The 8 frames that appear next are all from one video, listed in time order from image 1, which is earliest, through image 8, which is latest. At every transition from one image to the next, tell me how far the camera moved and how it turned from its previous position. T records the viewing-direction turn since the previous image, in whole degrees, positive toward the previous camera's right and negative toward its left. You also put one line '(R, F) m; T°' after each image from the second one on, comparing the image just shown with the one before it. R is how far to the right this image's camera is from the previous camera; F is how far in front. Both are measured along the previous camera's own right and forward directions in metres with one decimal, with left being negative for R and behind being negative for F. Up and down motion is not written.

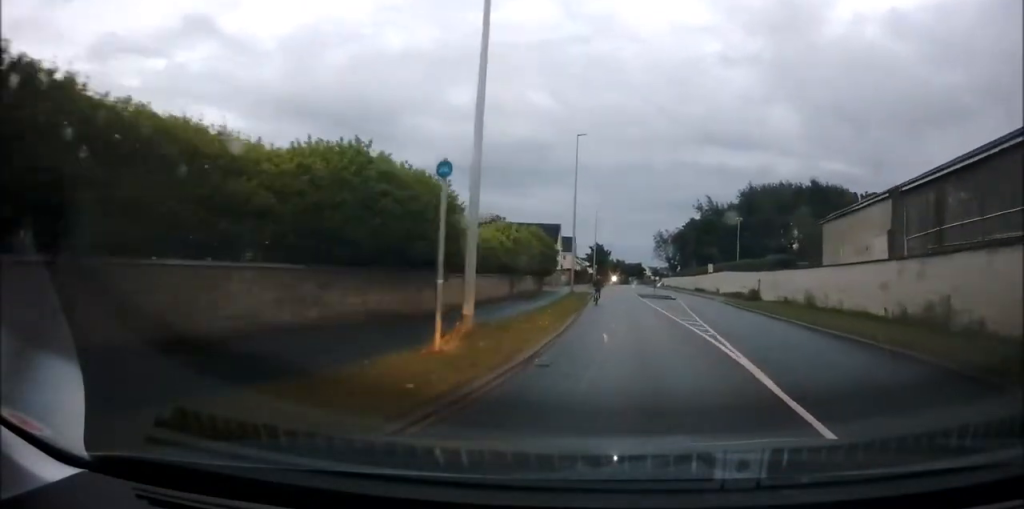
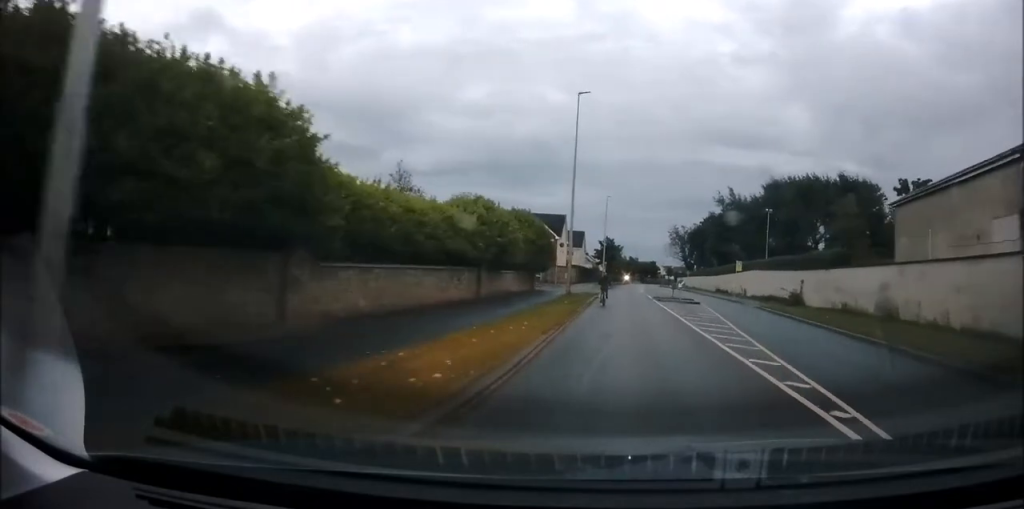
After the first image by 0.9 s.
(-0.5, +9.5) m; 0°
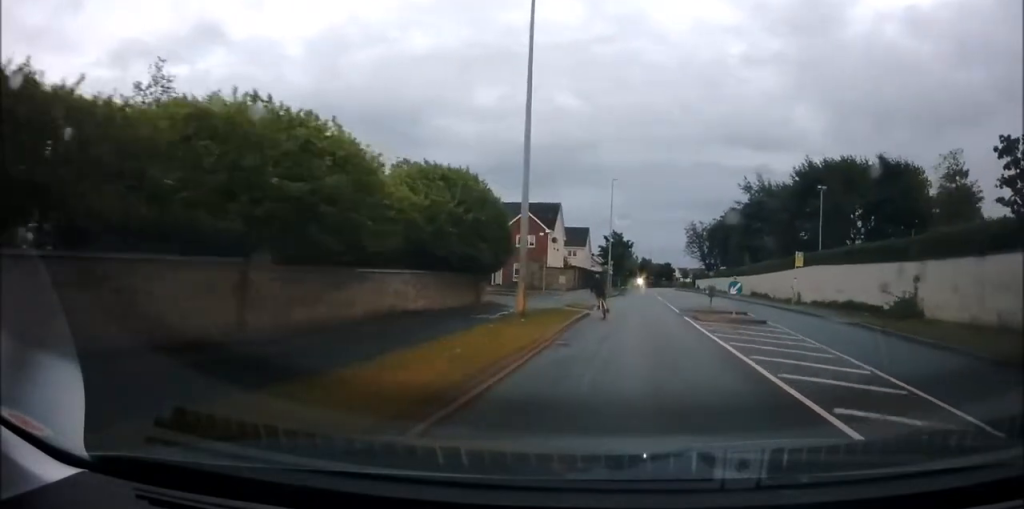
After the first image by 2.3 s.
(+0.4, +16.0) m; +1°
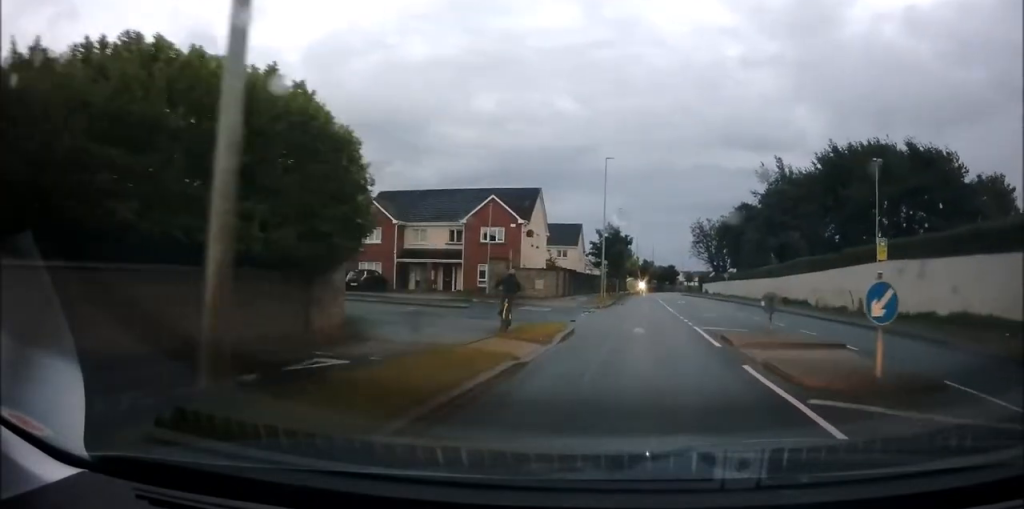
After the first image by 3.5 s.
(-0.2, +12.8) m; 0°
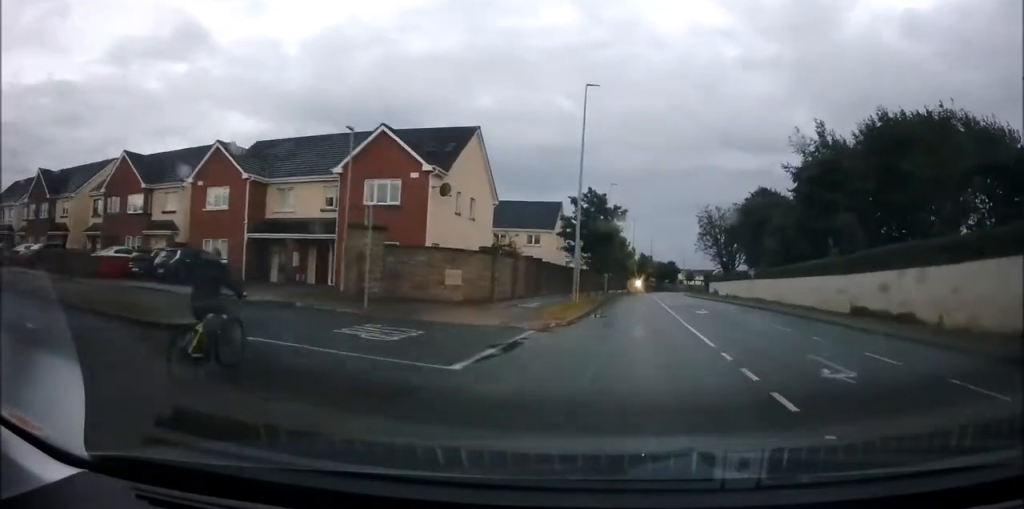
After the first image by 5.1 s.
(+0.4, +18.3) m; 0°
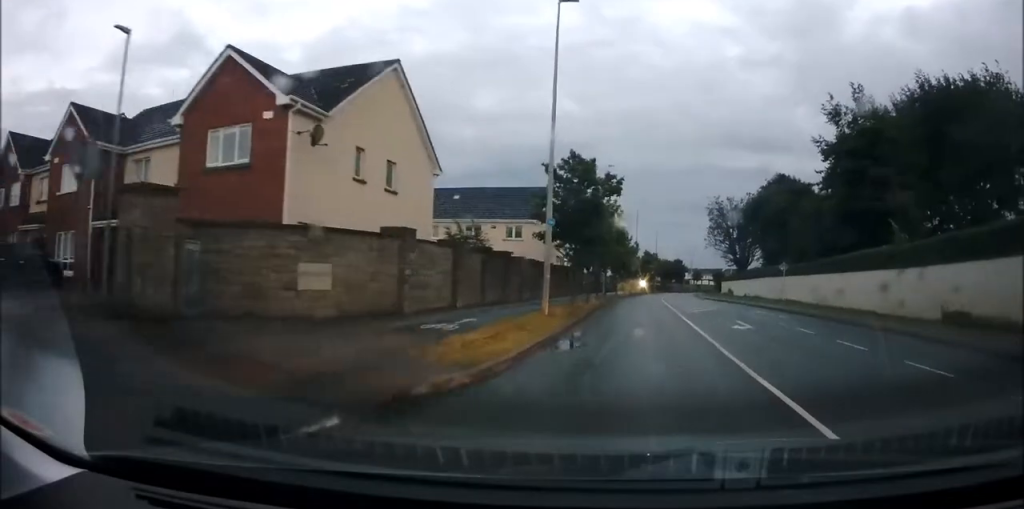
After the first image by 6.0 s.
(-0.1, +10.6) m; -1°
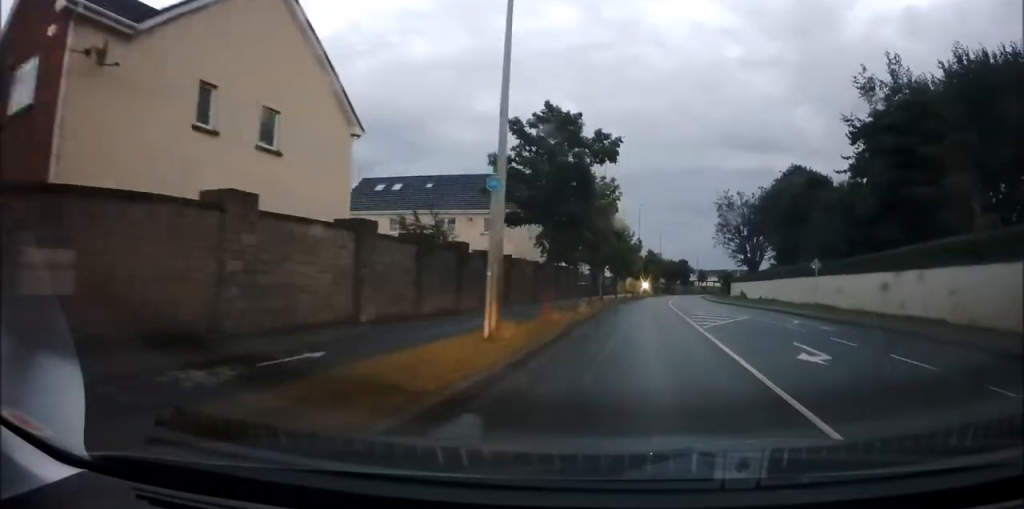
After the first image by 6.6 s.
(-0.1, +7.6) m; +1°
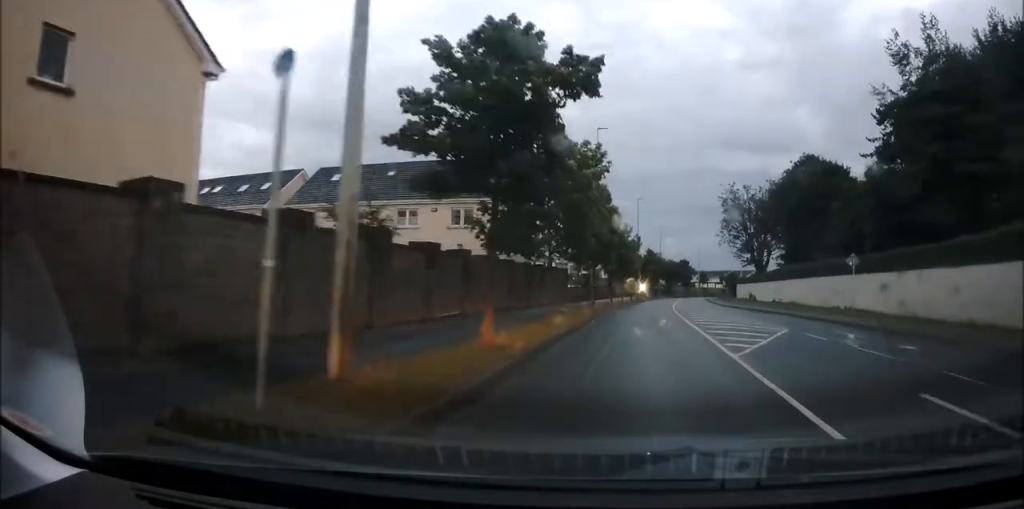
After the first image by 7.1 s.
(-0.1, +6.8) m; +1°
